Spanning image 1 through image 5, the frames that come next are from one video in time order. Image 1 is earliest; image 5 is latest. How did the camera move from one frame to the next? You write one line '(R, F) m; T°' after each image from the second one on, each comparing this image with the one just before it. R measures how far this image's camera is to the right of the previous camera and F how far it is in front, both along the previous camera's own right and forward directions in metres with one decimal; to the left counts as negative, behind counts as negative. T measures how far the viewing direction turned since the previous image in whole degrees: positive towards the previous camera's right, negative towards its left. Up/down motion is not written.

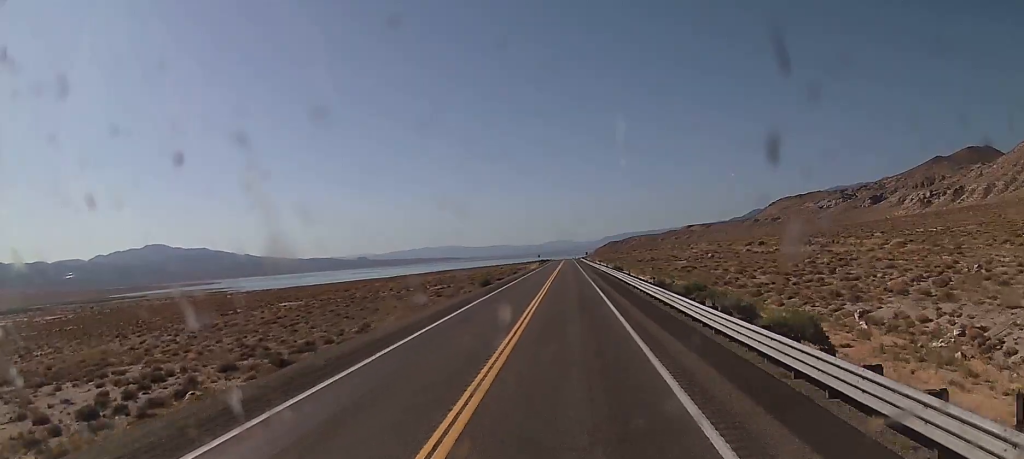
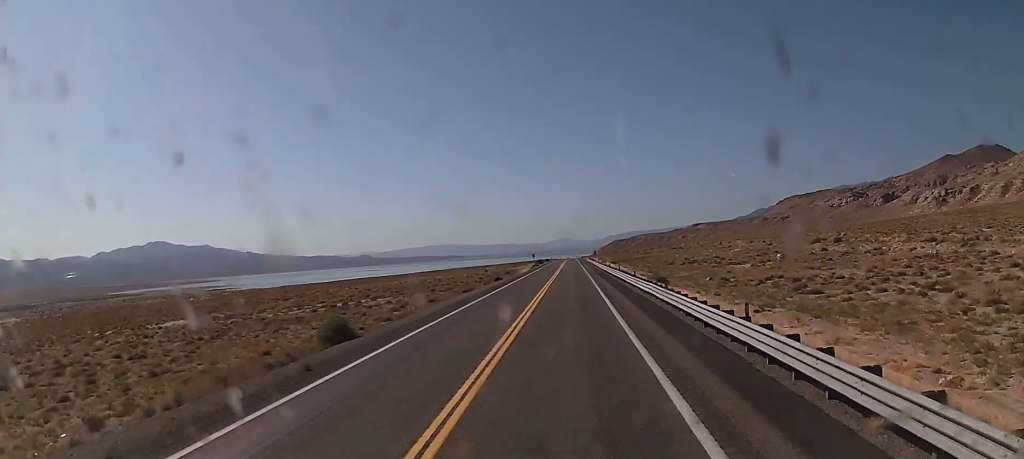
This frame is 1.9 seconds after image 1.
(+0.2, +49.9) m; 0°
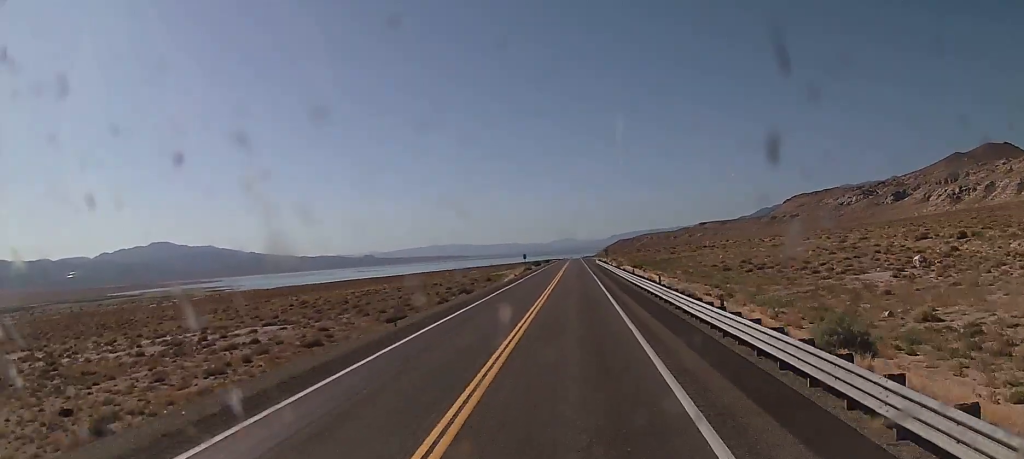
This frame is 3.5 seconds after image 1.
(-0.2, +42.6) m; 0°
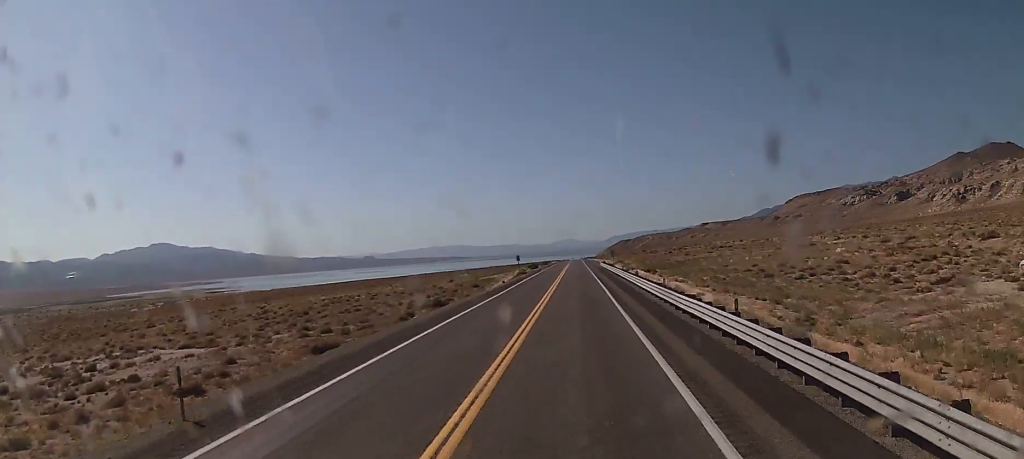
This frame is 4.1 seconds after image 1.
(+0.2, +16.9) m; 0°
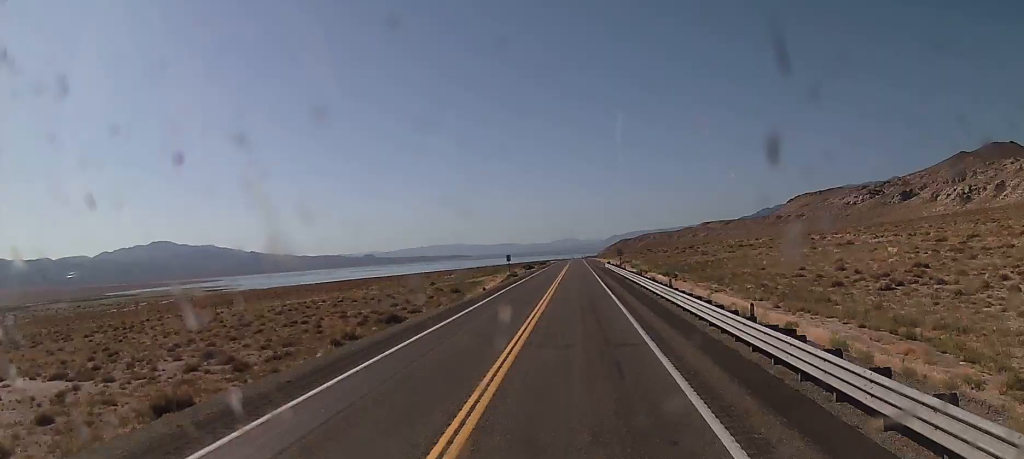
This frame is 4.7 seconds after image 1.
(-0.1, +16.9) m; 0°
